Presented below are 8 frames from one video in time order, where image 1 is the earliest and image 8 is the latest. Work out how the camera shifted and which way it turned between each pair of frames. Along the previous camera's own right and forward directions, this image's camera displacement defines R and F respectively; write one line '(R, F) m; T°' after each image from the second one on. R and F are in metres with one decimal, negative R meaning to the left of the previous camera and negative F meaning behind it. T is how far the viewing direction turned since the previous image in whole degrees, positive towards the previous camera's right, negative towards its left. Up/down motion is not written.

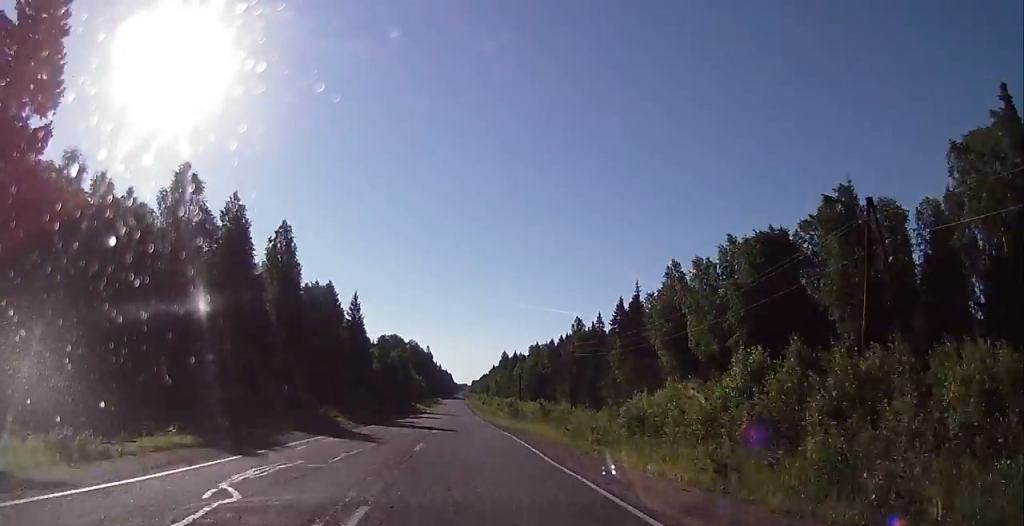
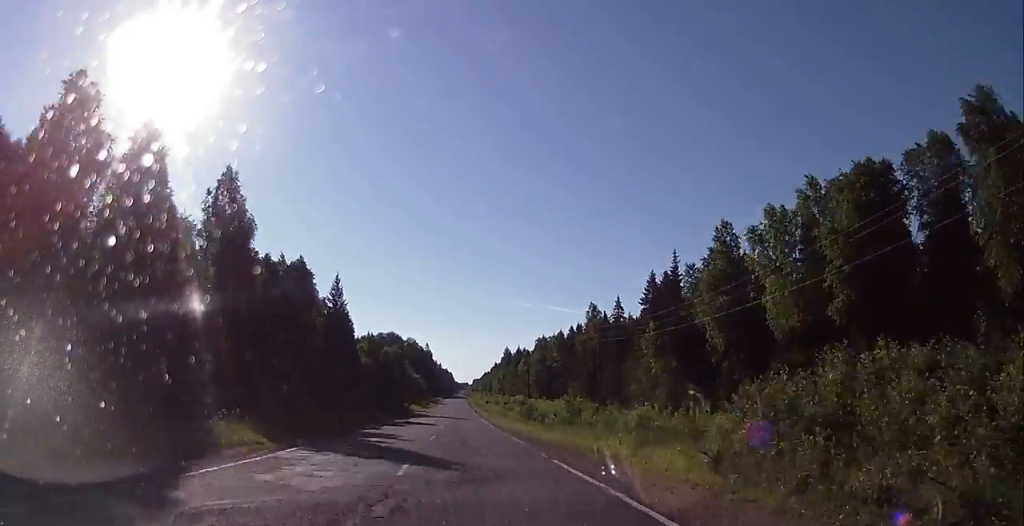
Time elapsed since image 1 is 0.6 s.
(-0.1, +16.8) m; 0°
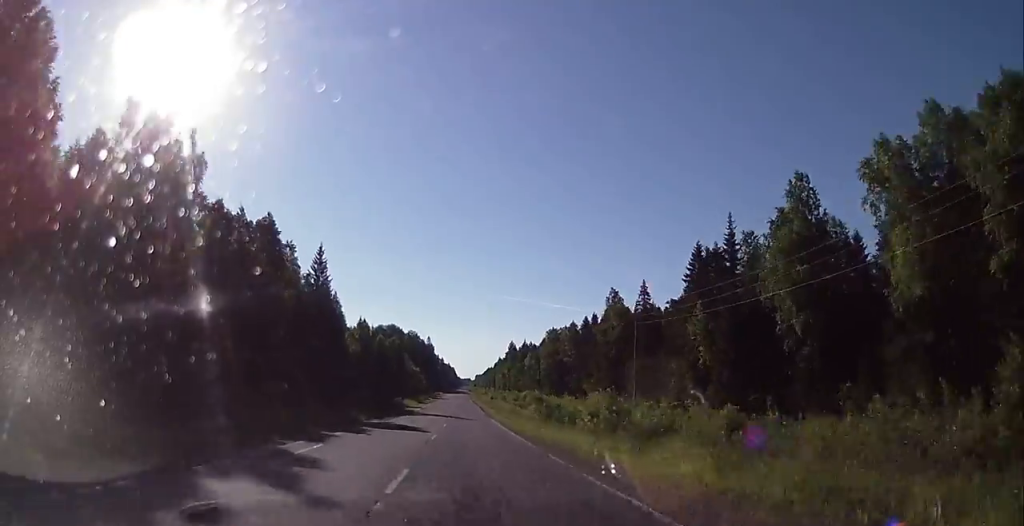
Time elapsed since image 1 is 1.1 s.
(0.0, +14.9) m; -1°
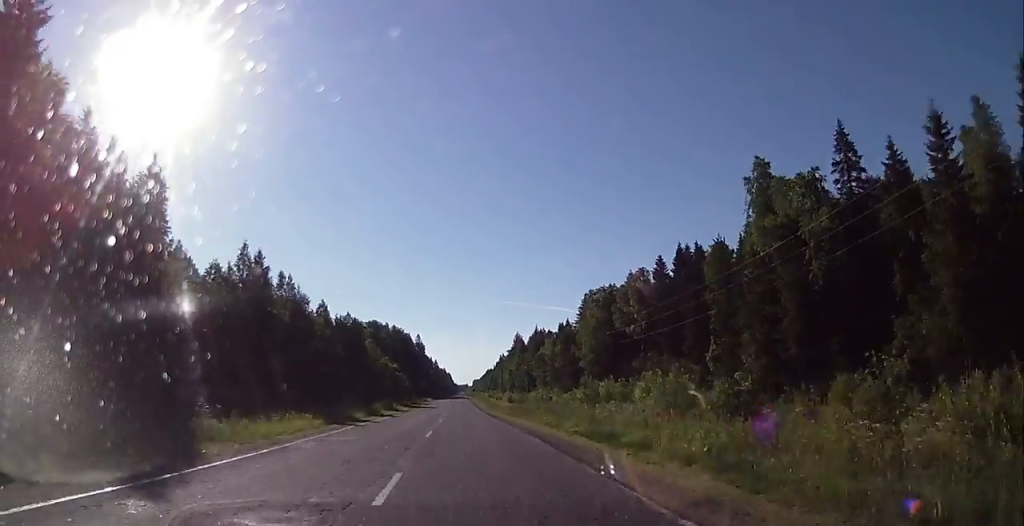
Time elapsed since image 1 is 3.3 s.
(-2.0, +59.8) m; -2°
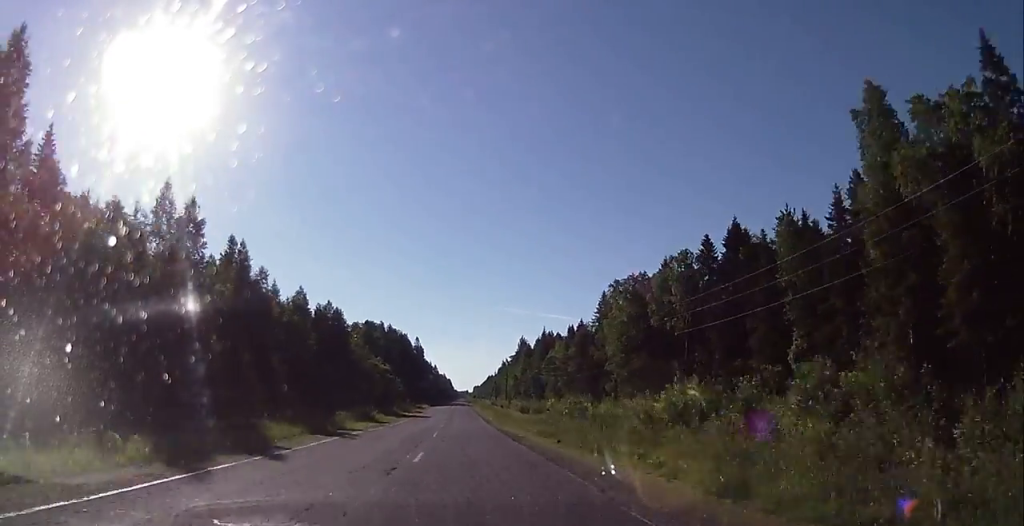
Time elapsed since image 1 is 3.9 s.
(+0.4, +16.8) m; +1°
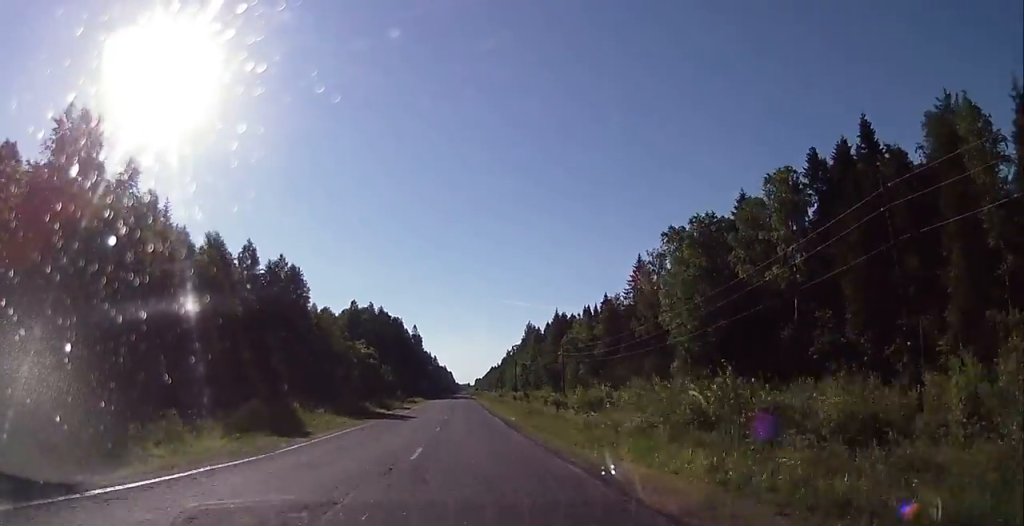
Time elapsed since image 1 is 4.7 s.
(+0.1, +24.4) m; 0°
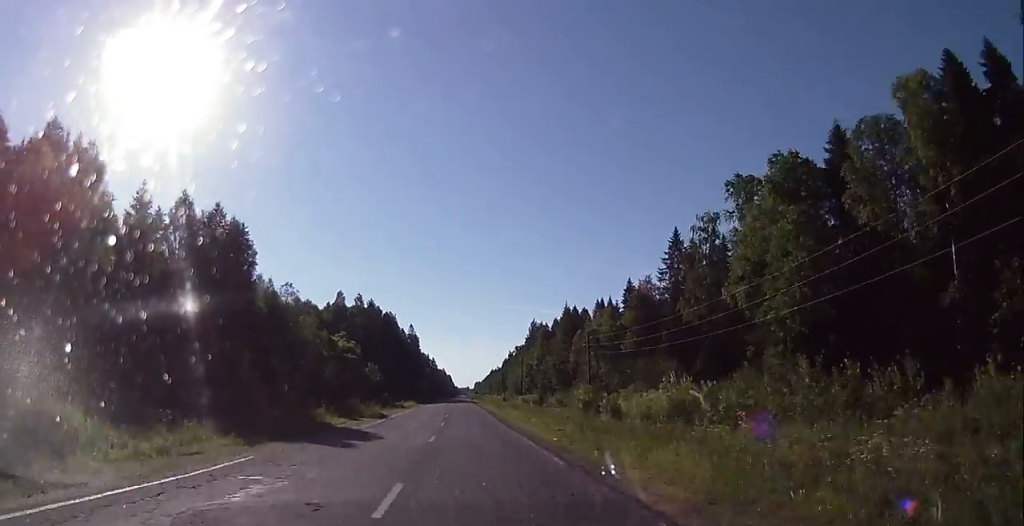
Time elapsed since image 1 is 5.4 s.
(0.0, +17.9) m; 0°
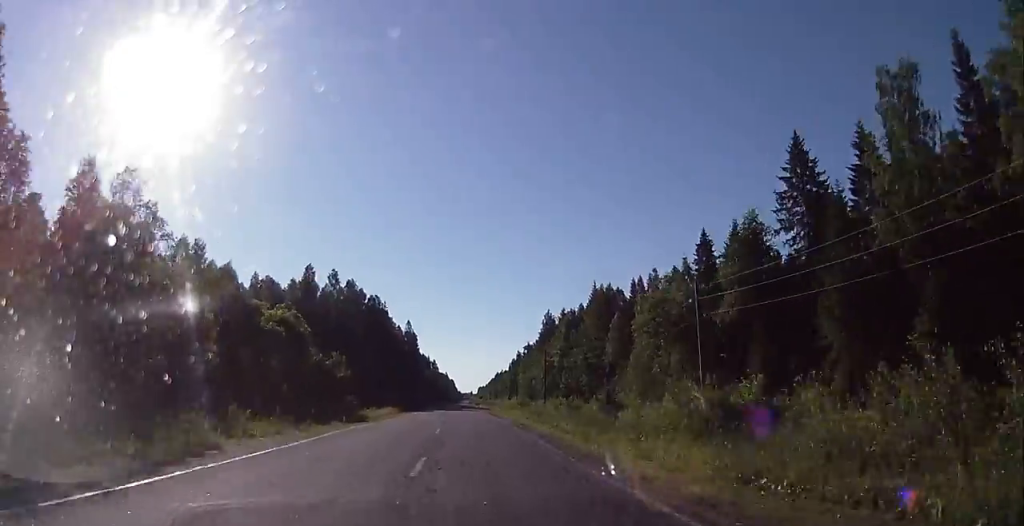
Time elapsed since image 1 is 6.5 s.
(-0.4, +32.3) m; -1°
